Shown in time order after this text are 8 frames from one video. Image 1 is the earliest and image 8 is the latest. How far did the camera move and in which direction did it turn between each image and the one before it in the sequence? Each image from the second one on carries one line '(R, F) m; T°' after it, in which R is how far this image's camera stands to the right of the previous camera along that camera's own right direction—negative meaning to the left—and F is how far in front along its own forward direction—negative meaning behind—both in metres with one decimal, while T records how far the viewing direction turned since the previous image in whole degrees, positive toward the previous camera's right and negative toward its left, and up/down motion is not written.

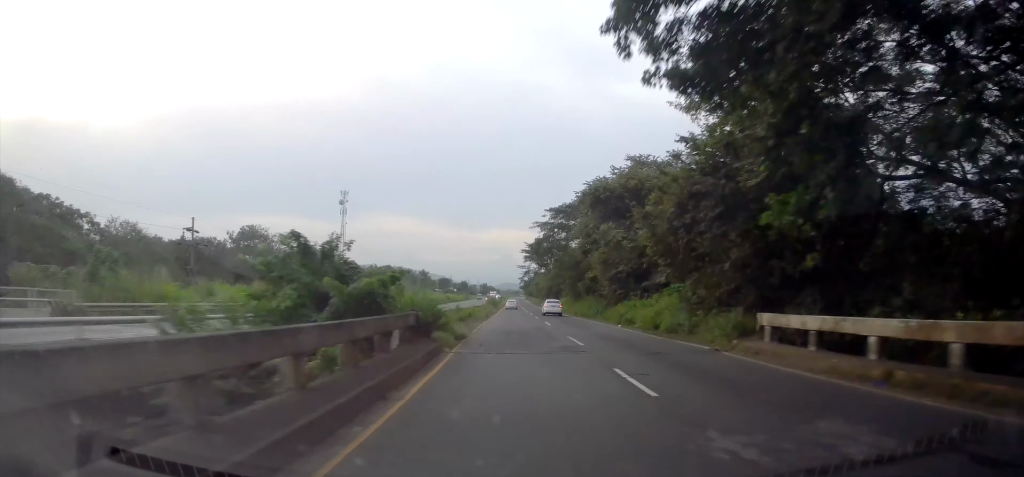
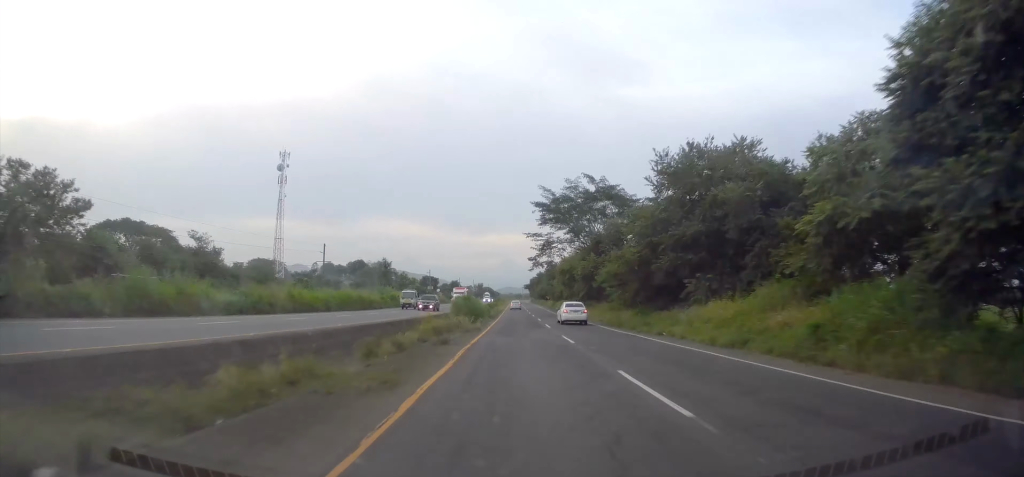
(-0.3, +74.5) m; 0°
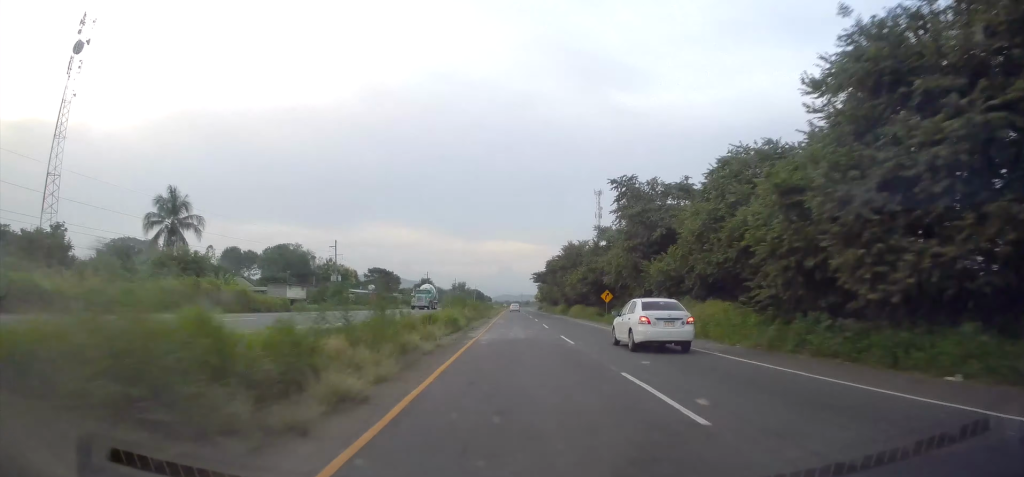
(-0.3, +104.0) m; -1°
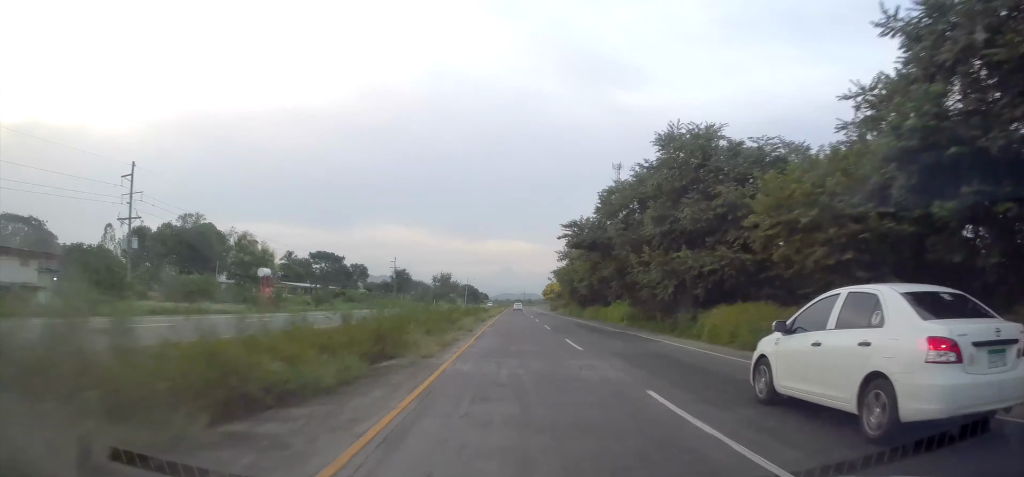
(0.0, +55.8) m; 0°
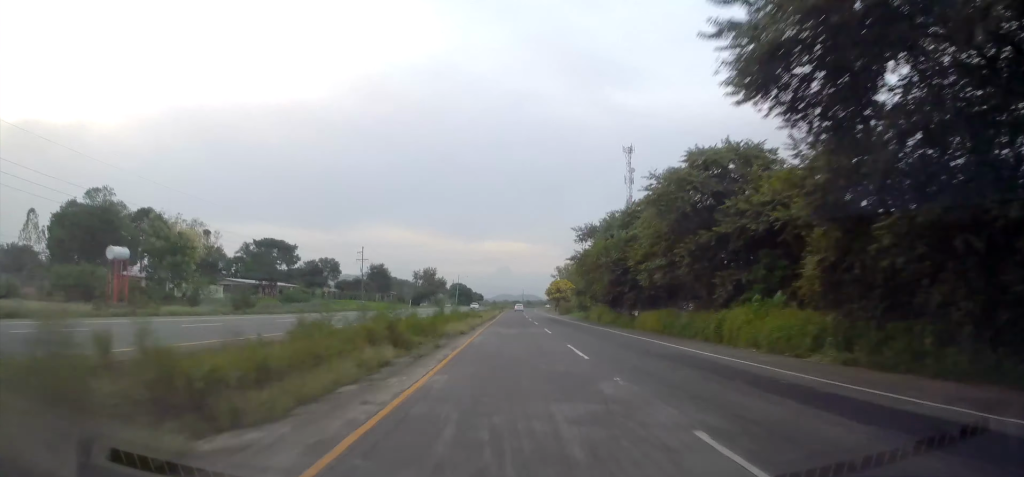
(-0.2, +28.8) m; 0°
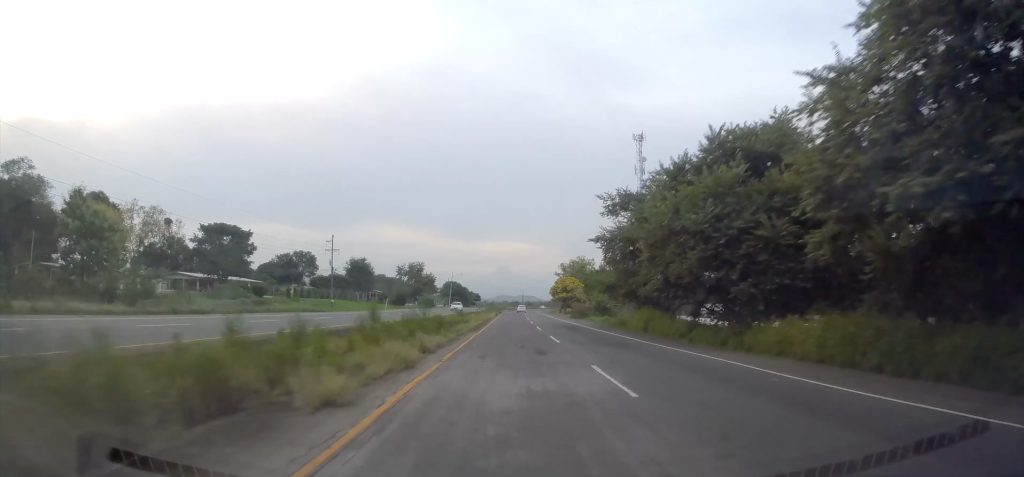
(+0.2, +18.5) m; 0°
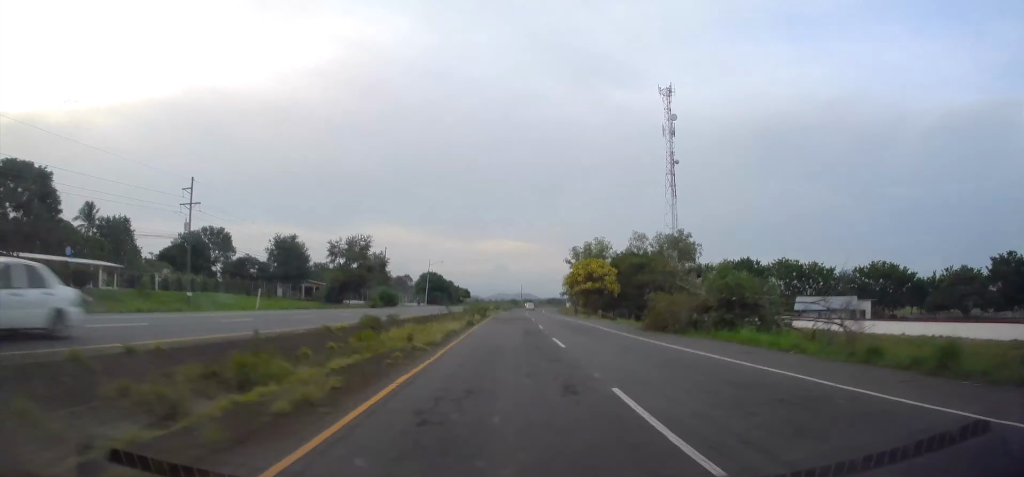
(+0.3, +43.4) m; 0°
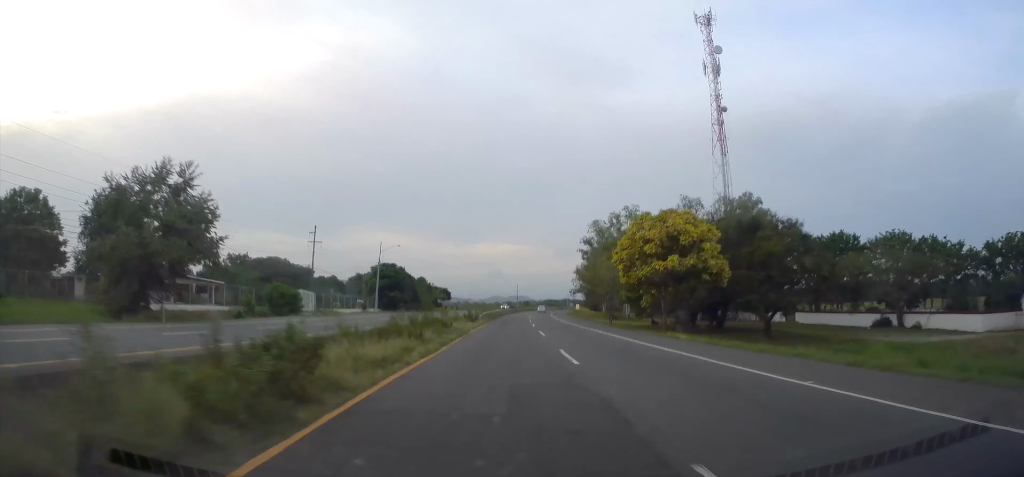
(-0.4, +43.6) m; +1°
